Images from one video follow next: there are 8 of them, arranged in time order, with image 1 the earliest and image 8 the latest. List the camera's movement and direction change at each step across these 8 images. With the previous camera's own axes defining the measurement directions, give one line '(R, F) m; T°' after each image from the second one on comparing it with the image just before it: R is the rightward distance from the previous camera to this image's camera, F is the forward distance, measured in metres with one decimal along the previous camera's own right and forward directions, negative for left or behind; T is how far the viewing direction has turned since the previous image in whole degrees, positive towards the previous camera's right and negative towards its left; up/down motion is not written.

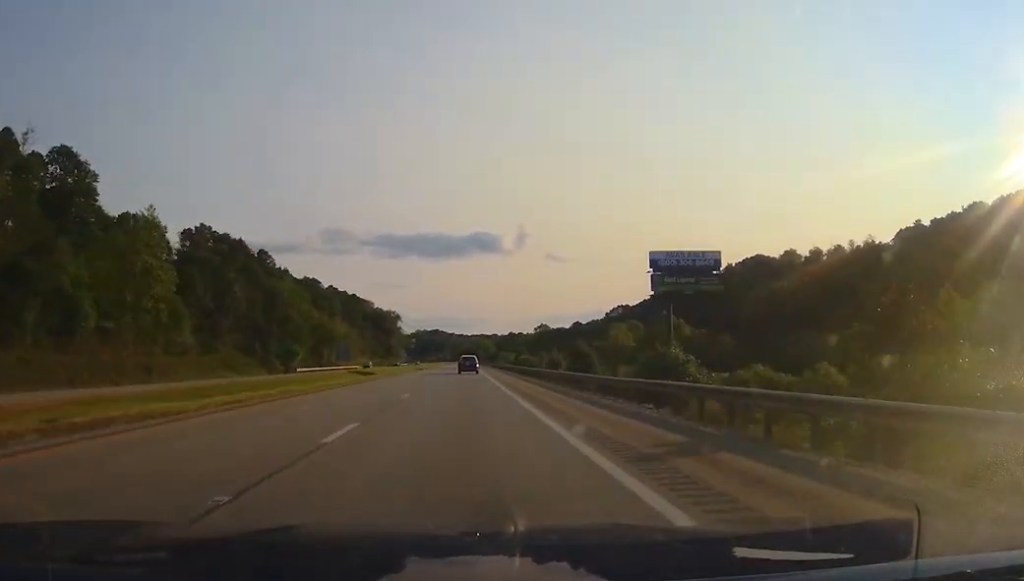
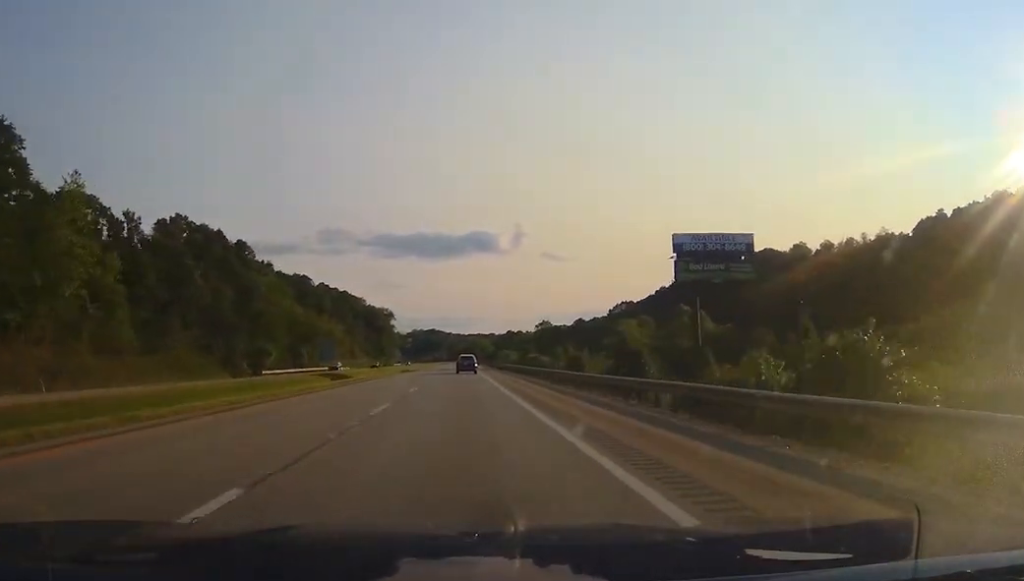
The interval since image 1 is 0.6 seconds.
(+0.2, +19.3) m; 0°
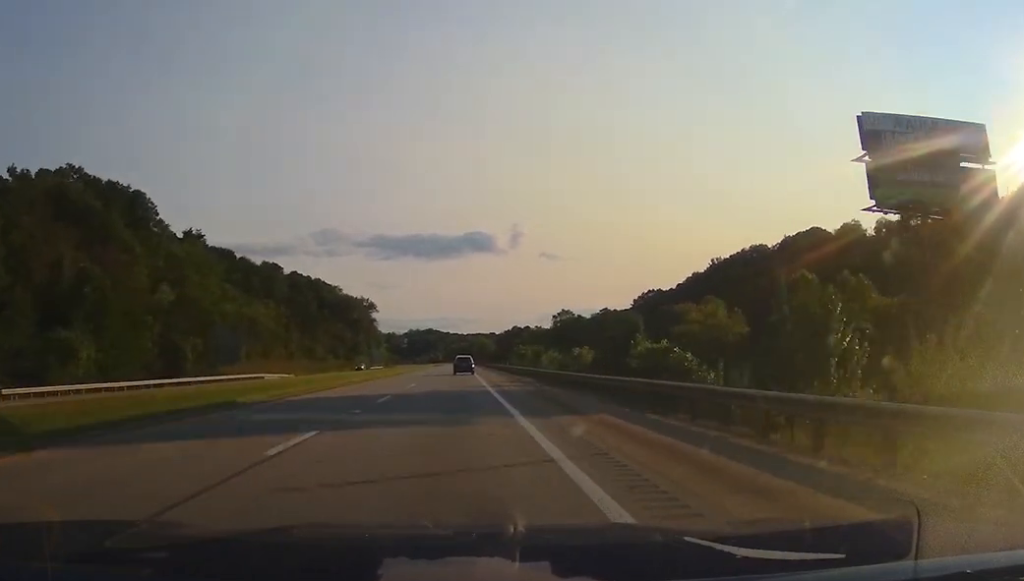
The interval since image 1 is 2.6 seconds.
(+0.1, +67.7) m; +1°
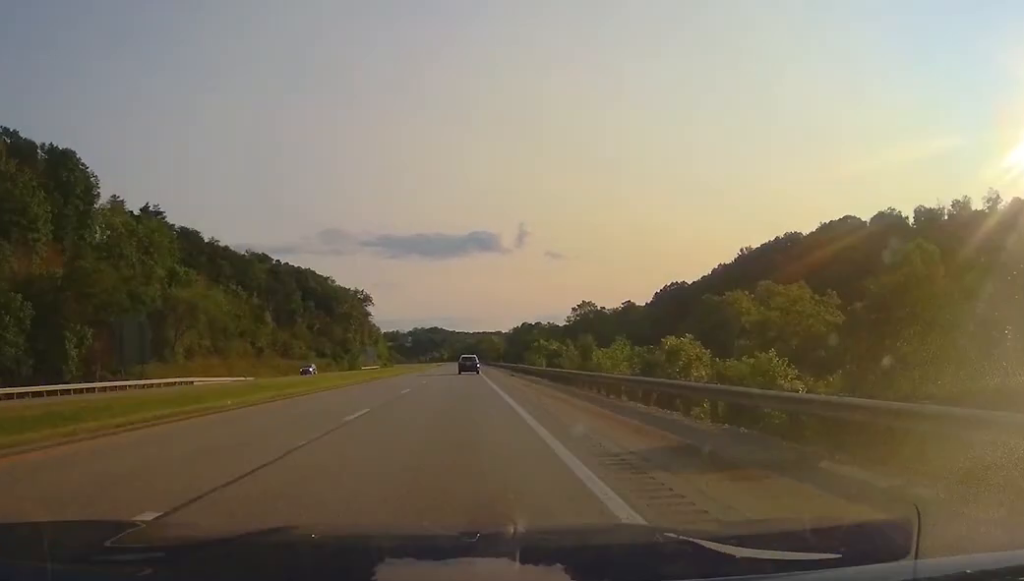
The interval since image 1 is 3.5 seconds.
(+0.2, +31.2) m; 0°
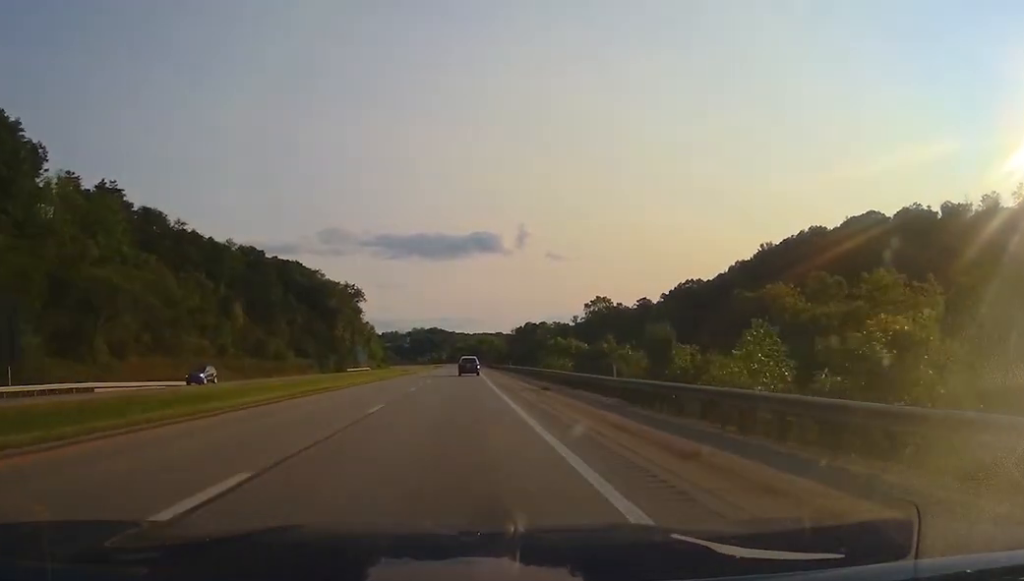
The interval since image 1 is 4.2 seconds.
(0.0, +22.3) m; 0°
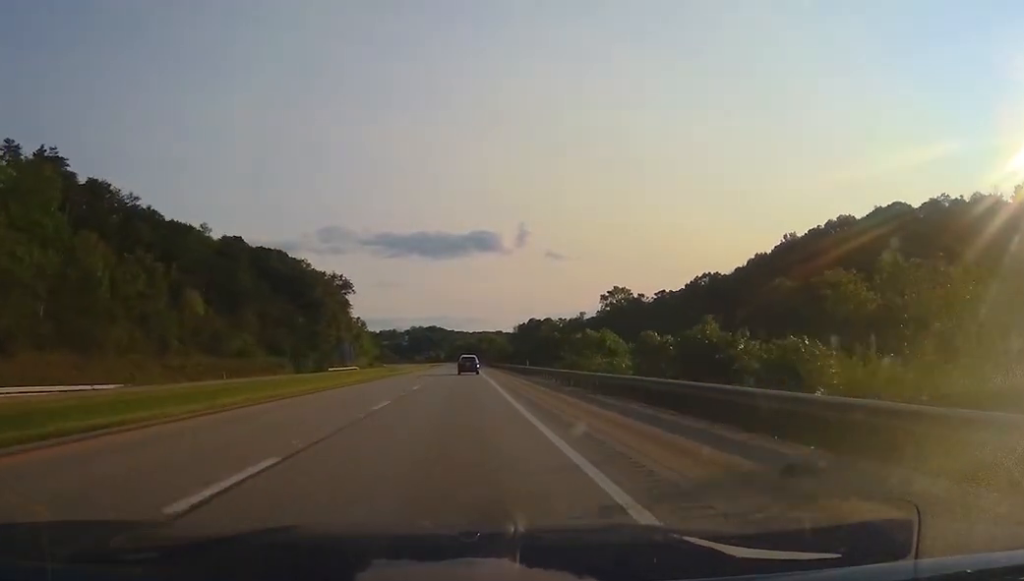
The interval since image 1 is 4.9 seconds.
(-0.1, +23.3) m; -1°
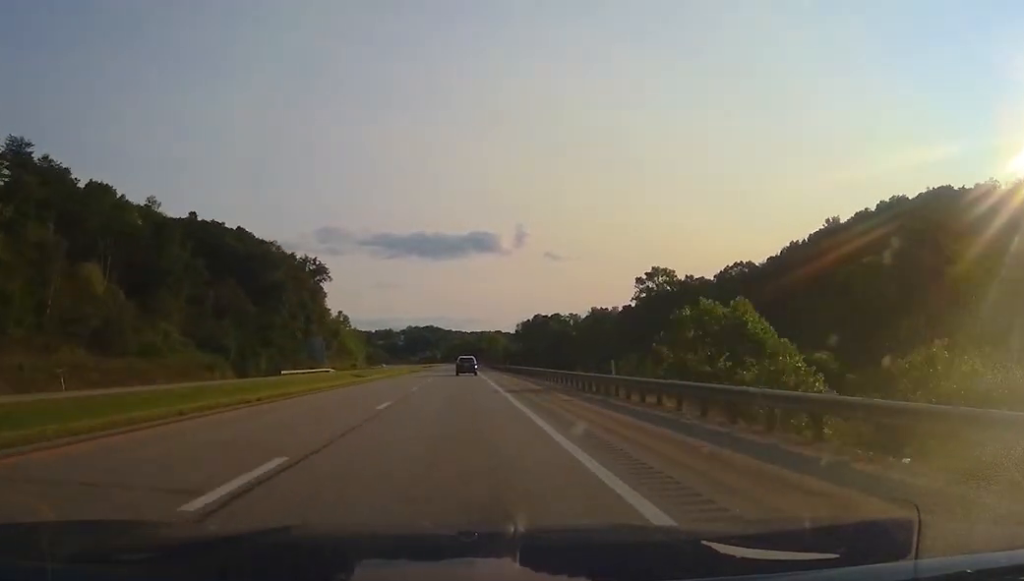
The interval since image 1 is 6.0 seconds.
(-0.3, +36.5) m; -1°
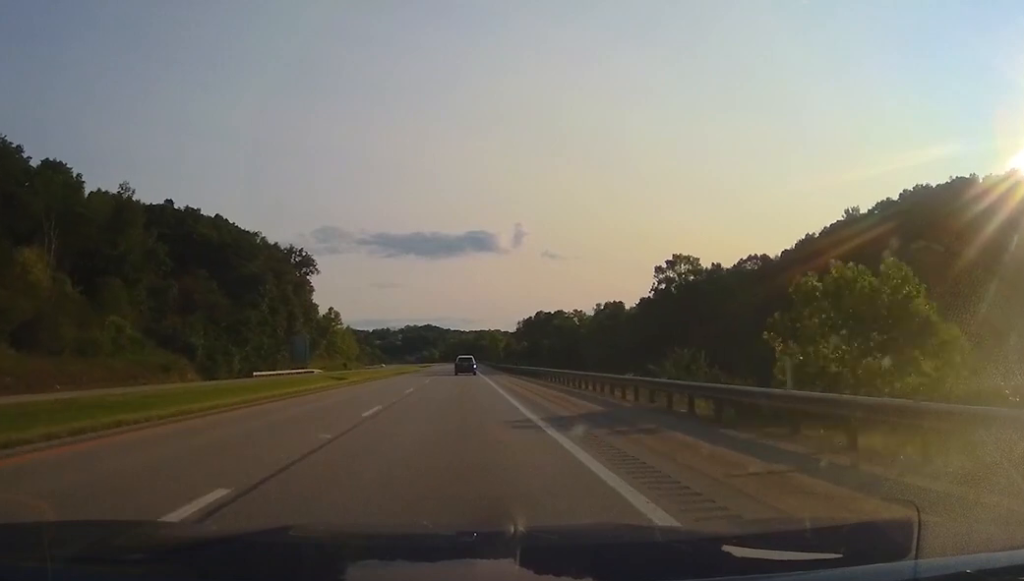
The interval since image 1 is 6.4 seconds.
(0.0, +14.4) m; 0°
